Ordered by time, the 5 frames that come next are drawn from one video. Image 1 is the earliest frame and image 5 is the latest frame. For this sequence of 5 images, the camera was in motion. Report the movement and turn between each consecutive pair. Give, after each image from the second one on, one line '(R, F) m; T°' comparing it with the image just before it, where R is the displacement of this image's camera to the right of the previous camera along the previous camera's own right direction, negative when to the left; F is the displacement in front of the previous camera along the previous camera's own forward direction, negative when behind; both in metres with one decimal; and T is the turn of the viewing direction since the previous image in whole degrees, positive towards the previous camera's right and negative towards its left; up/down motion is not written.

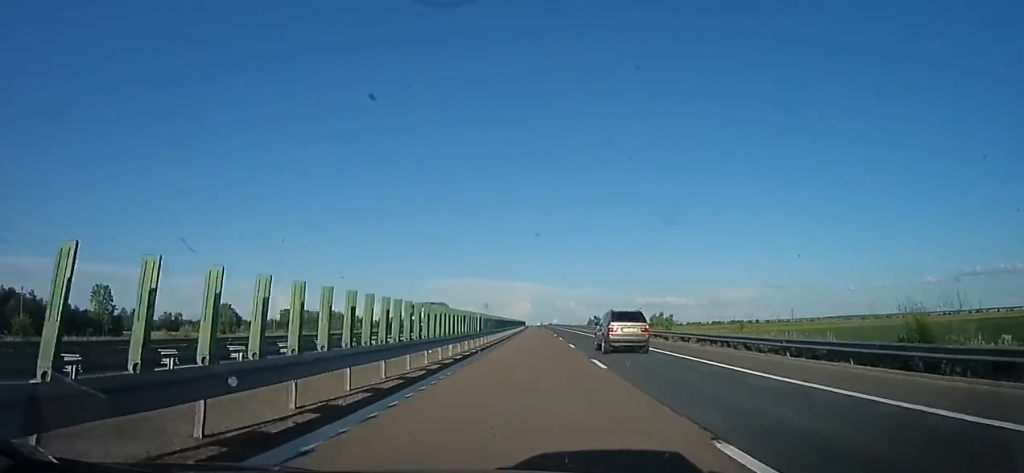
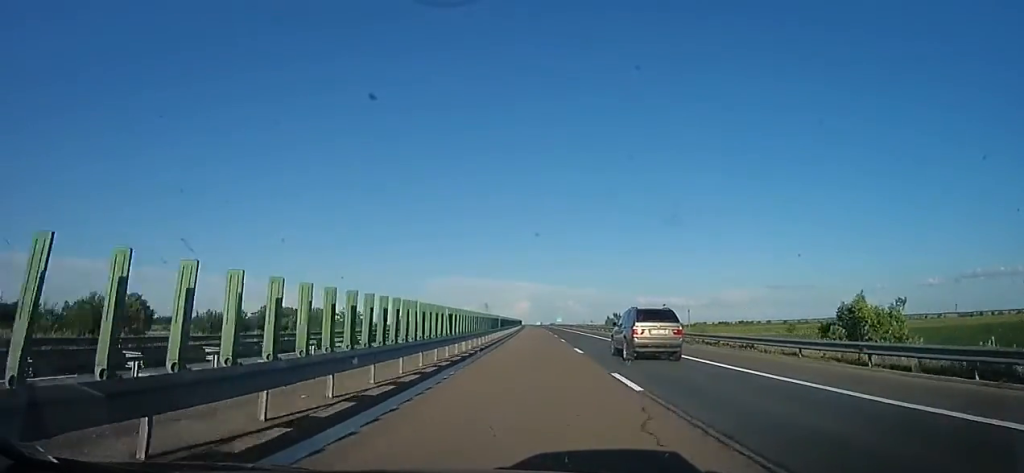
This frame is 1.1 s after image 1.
(0.0, +41.2) m; 0°
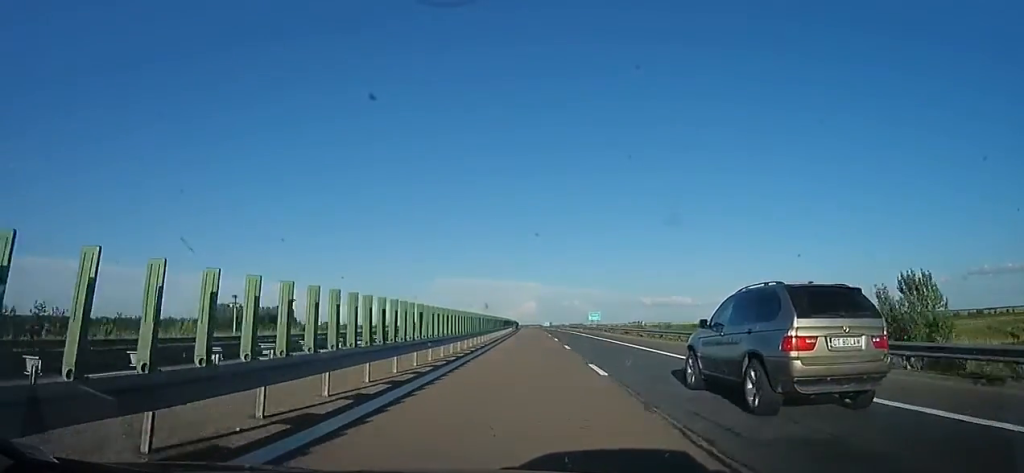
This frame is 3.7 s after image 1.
(-1.3, +93.3) m; -2°
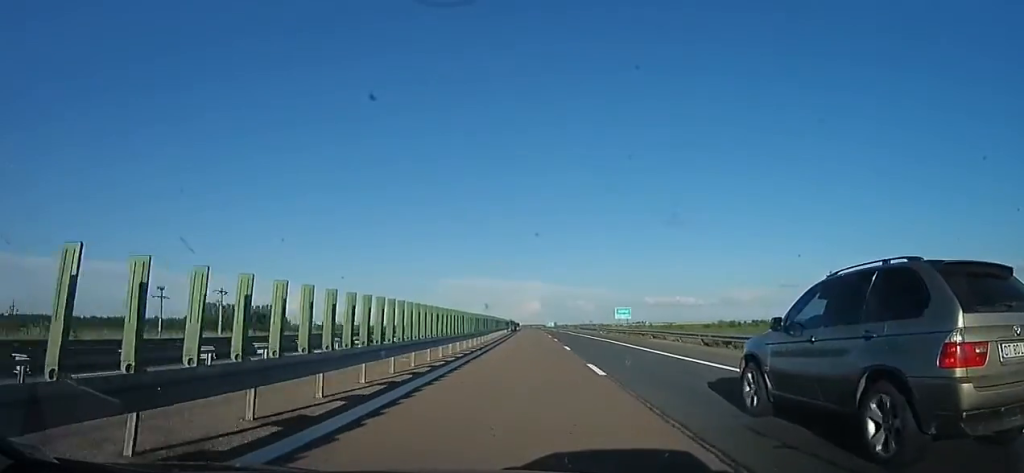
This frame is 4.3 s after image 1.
(-0.9, +24.1) m; 0°
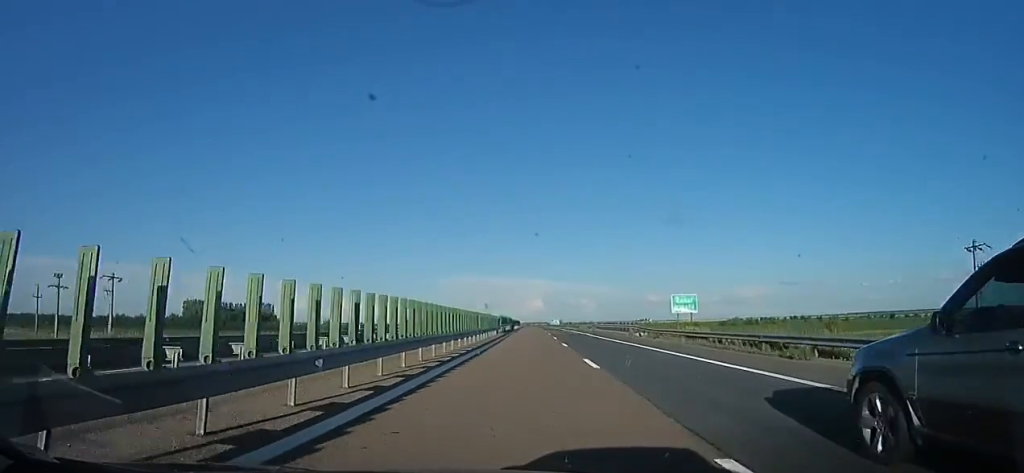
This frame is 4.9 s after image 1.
(+0.9, +23.0) m; +2°
